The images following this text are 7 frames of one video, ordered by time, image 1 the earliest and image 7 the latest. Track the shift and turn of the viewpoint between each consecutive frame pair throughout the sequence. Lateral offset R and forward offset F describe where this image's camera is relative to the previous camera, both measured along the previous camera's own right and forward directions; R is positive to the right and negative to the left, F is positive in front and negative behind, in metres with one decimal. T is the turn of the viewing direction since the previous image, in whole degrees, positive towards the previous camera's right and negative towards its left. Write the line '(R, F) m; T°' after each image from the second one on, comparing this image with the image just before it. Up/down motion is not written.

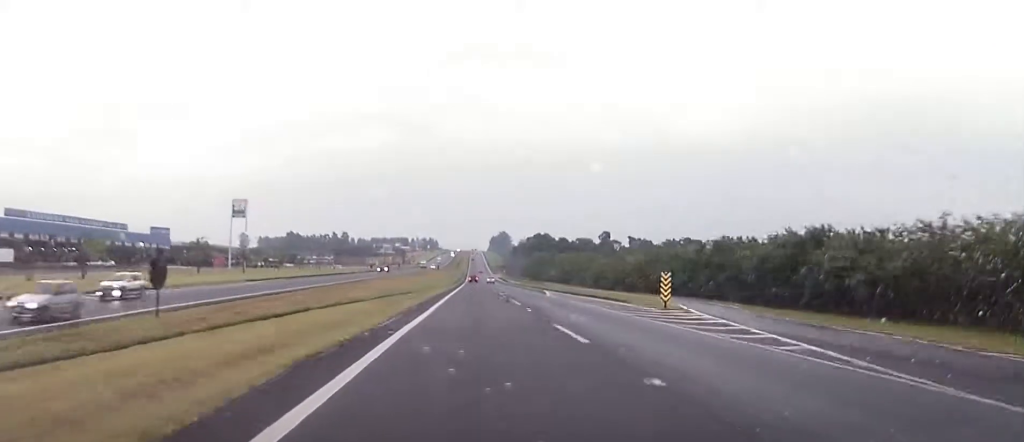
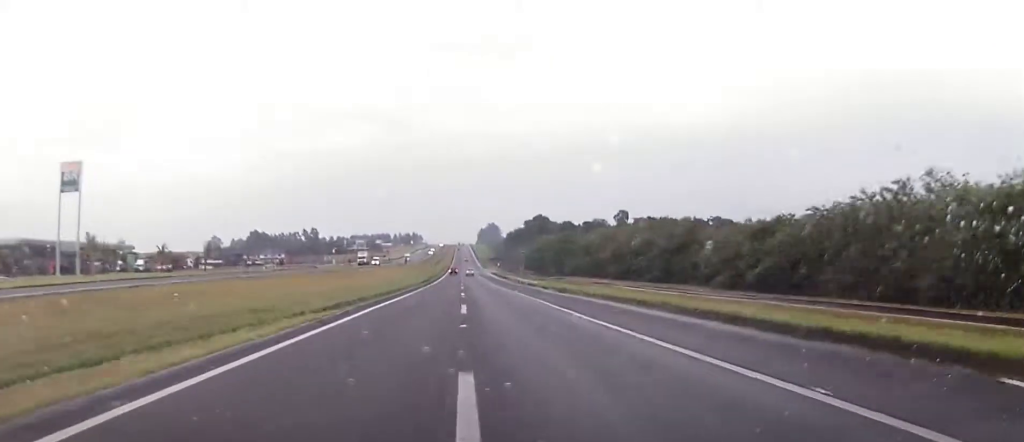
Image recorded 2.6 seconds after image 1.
(+1.3, +75.3) m; +1°
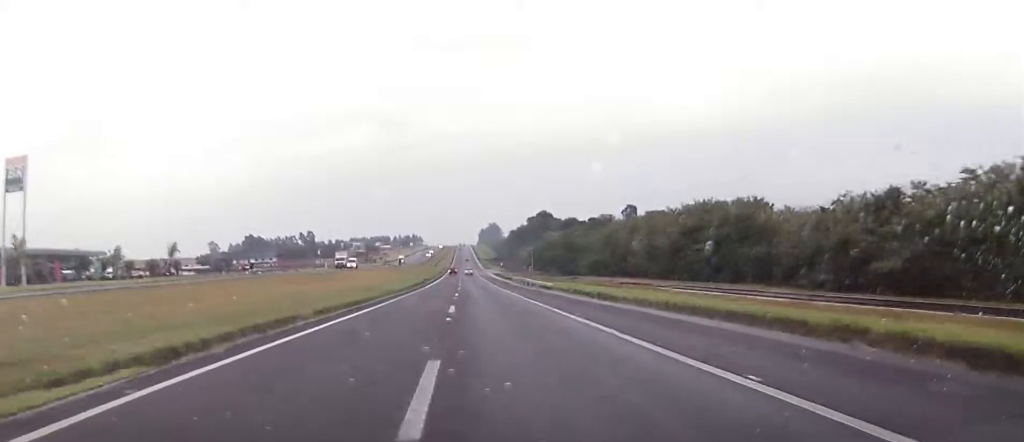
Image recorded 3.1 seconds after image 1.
(-0.1, +15.6) m; 0°
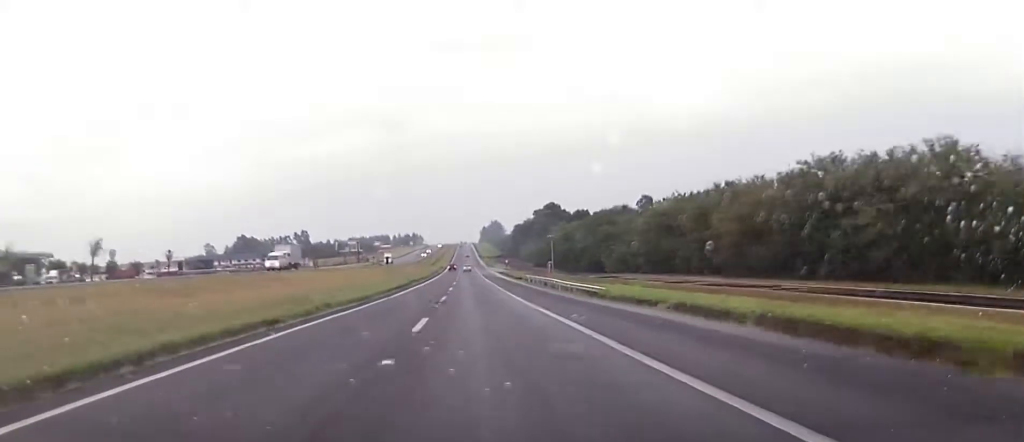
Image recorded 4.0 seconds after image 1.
(+0.3, +24.3) m; -1°
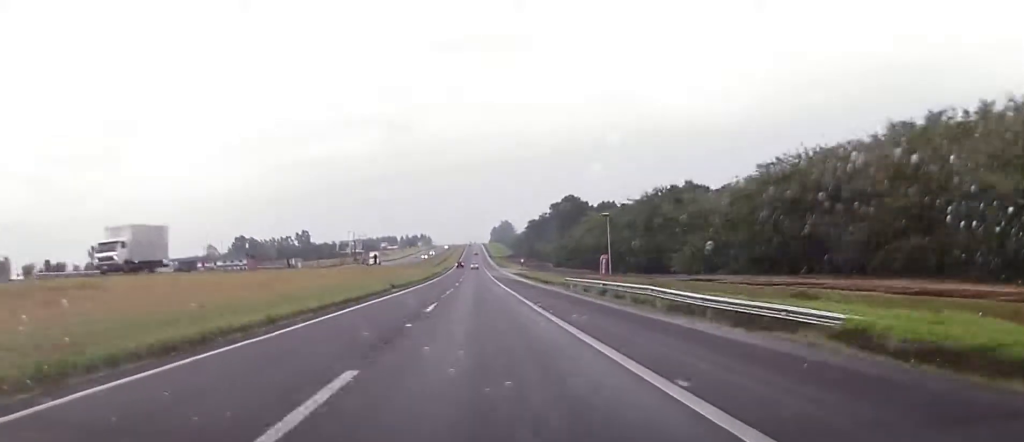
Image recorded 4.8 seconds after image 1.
(-0.7, +25.2) m; -1°
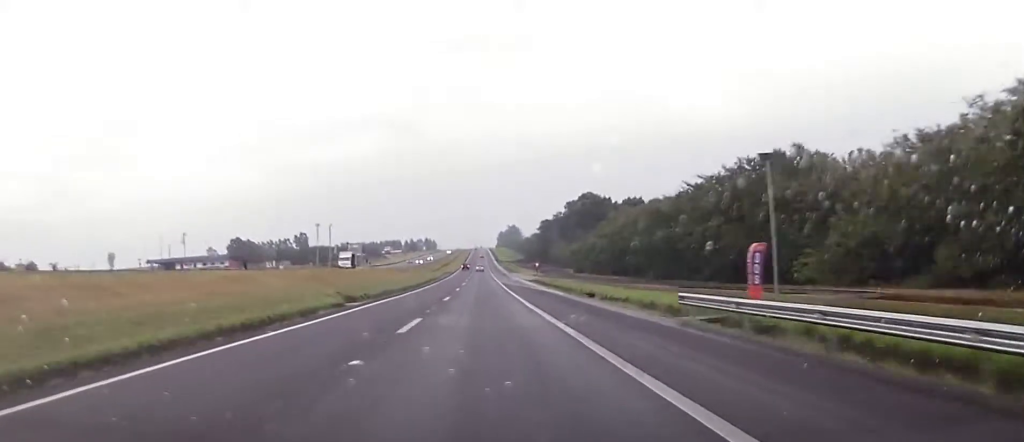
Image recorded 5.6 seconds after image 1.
(+0.2, +23.0) m; 0°
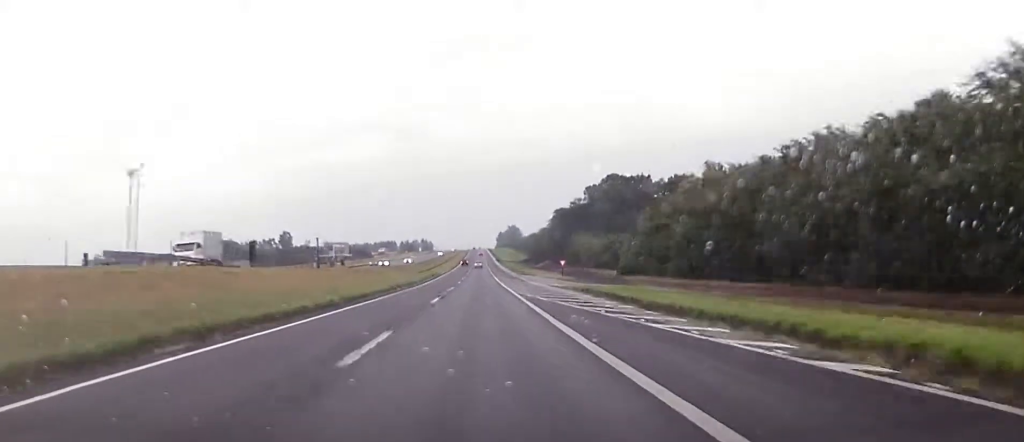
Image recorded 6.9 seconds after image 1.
(+0.2, +36.5) m; 0°
